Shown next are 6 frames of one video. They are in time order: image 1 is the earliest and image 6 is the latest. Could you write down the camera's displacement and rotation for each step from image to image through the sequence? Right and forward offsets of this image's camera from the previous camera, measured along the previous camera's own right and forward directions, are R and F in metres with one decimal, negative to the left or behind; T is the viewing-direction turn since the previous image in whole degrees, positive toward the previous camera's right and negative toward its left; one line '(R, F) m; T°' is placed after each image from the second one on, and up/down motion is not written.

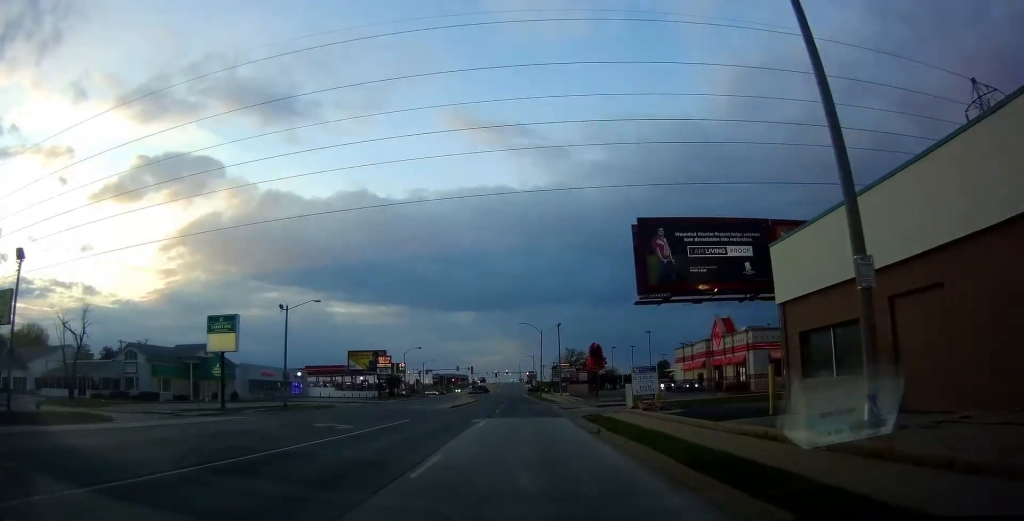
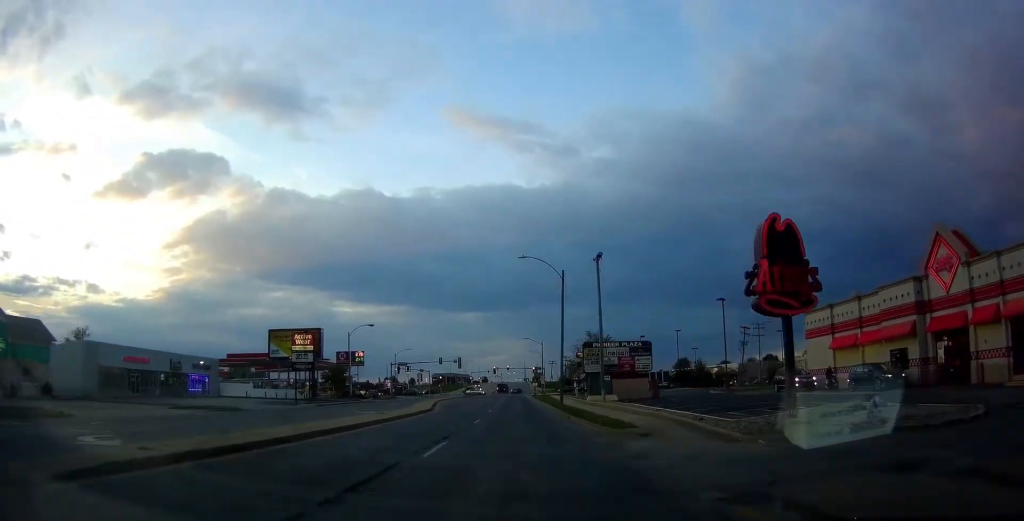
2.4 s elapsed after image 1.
(+0.6, +38.1) m; +3°
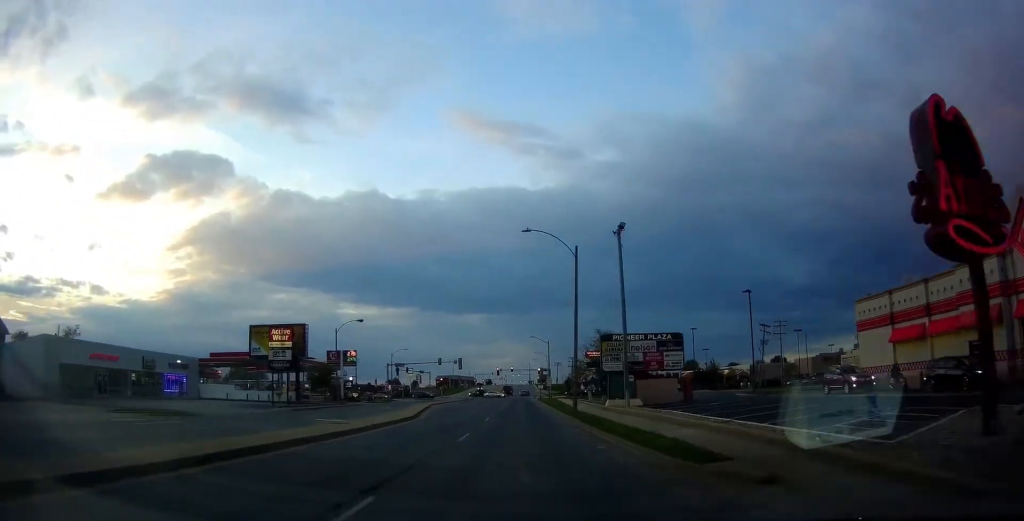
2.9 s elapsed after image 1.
(+0.1, +7.2) m; 0°
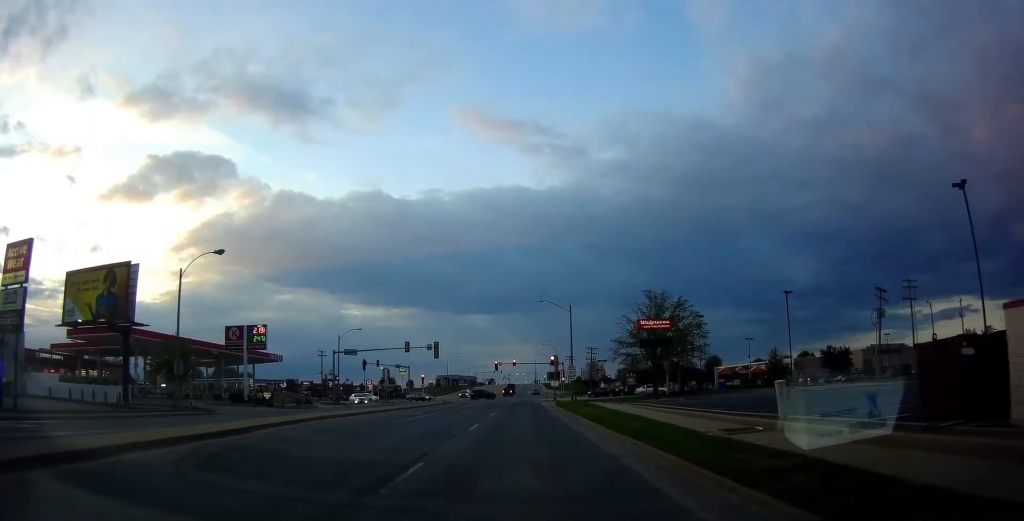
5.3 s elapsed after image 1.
(-1.1, +34.0) m; -3°
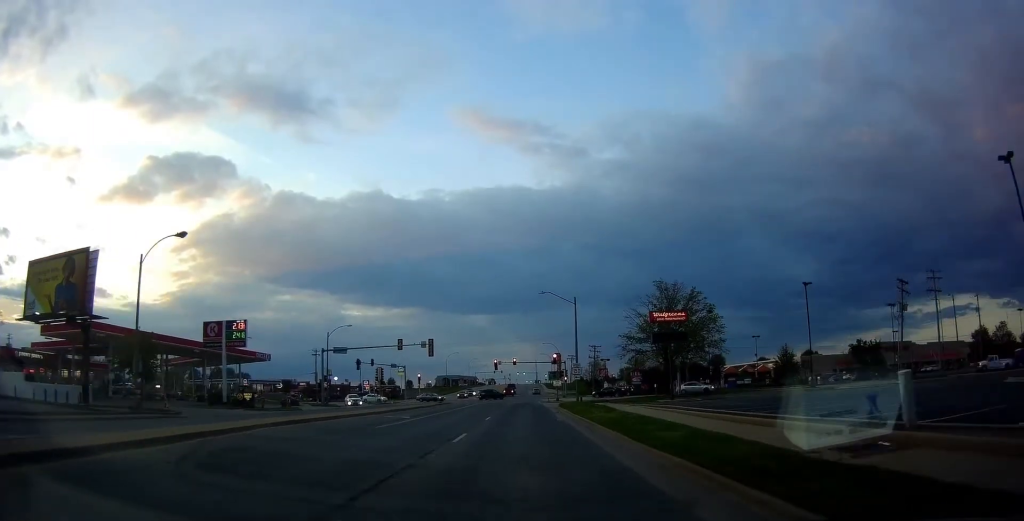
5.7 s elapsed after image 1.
(0.0, +5.1) m; 0°
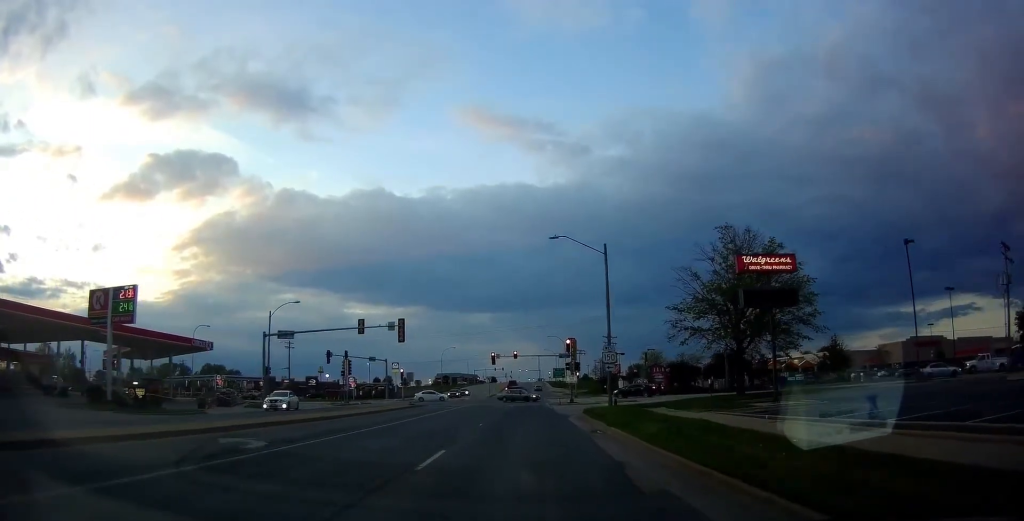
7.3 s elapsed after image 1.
(-1.0, +17.7) m; -4°
